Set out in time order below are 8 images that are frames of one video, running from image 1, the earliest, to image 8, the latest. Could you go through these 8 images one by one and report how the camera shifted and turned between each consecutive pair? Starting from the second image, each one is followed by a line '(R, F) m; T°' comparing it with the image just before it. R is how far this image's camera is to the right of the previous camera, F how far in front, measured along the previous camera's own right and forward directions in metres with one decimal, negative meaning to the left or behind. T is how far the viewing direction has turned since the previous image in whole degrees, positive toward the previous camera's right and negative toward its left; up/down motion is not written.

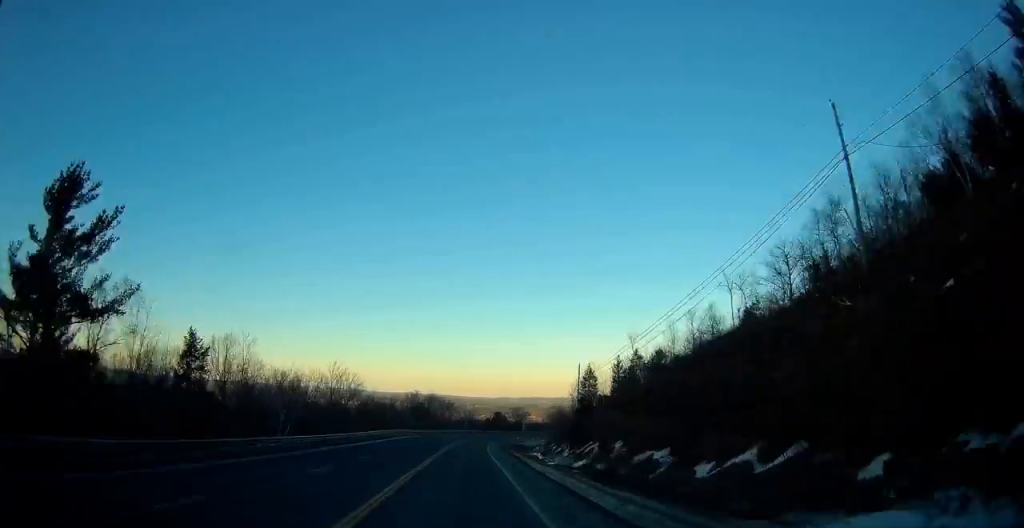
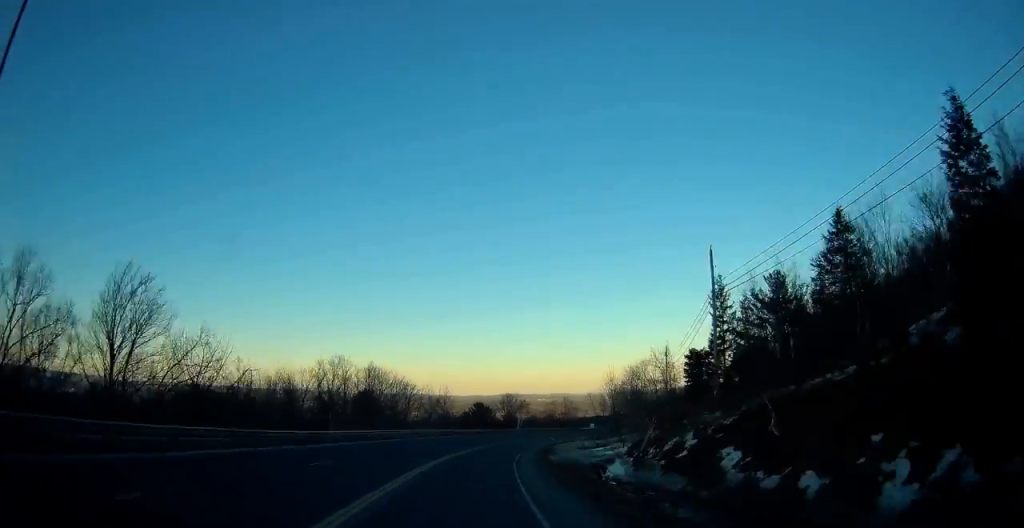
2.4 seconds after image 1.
(+1.4, +60.6) m; +6°
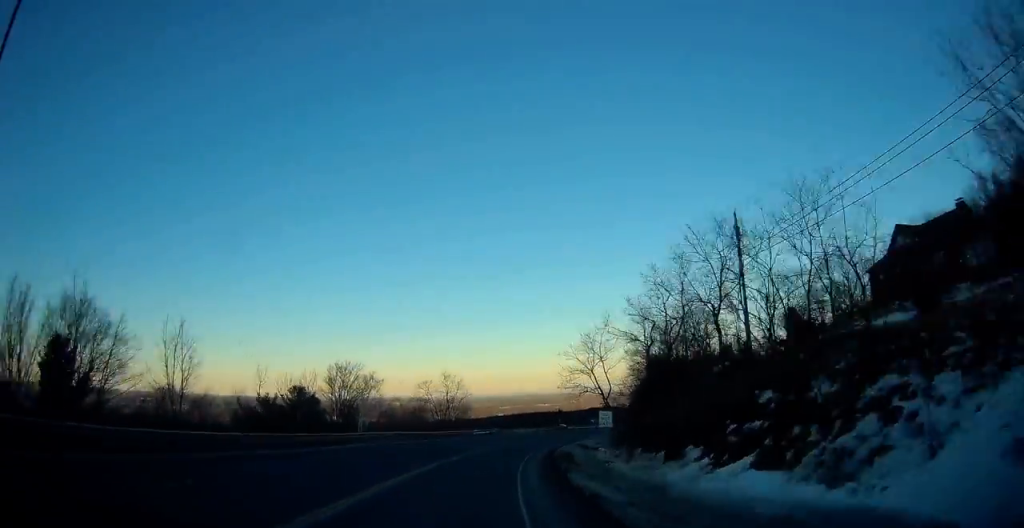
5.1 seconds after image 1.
(+6.2, +67.8) m; +13°
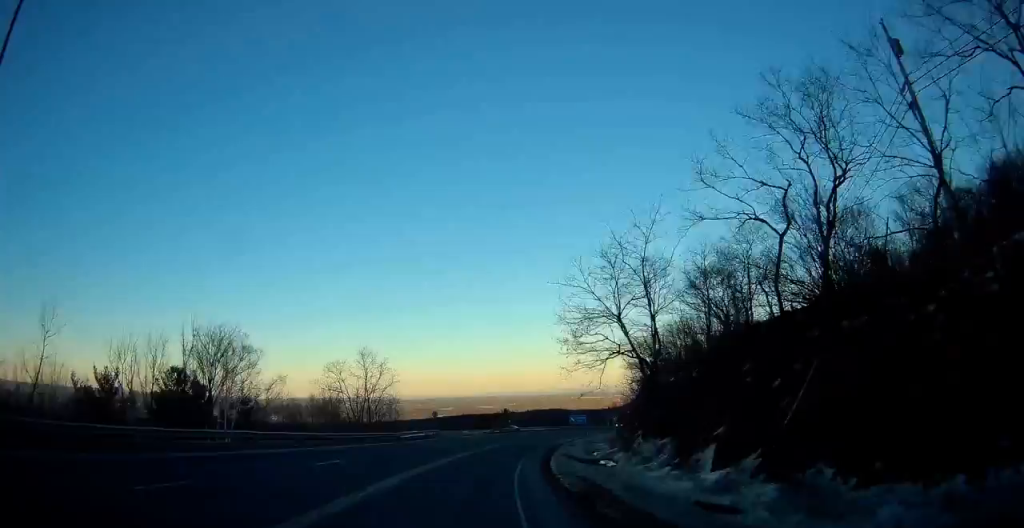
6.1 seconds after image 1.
(+1.7, +24.7) m; +5°
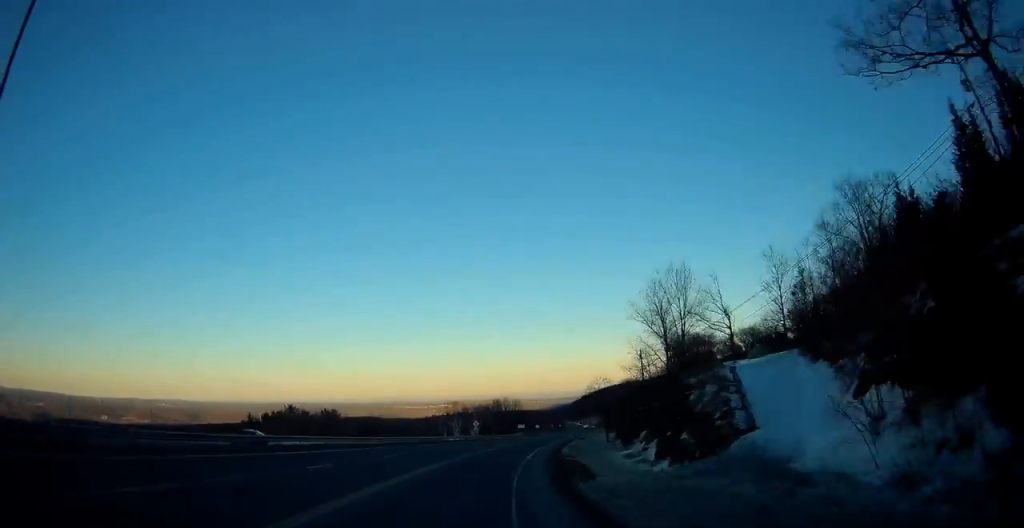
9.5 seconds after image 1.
(+12.3, +81.7) m; +18°
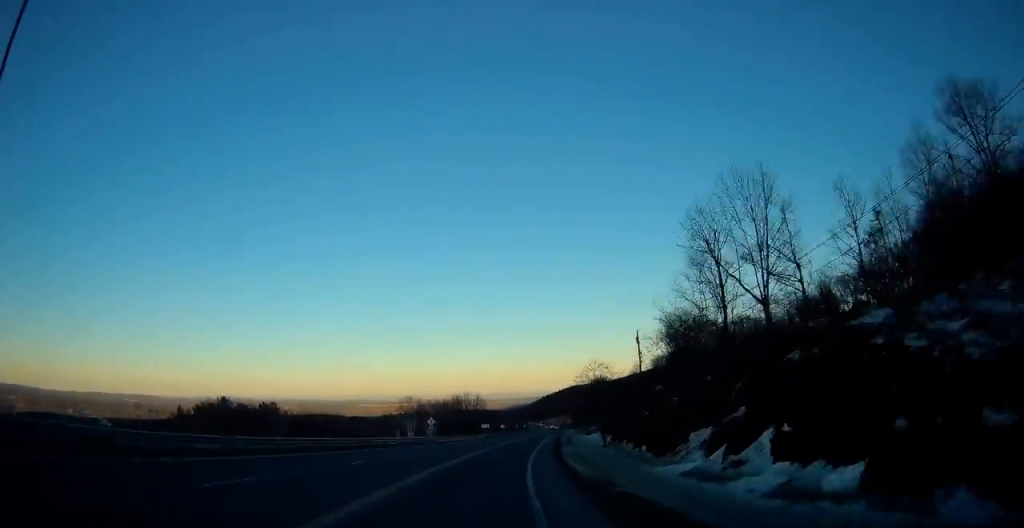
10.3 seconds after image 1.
(+1.8, +20.1) m; +3°
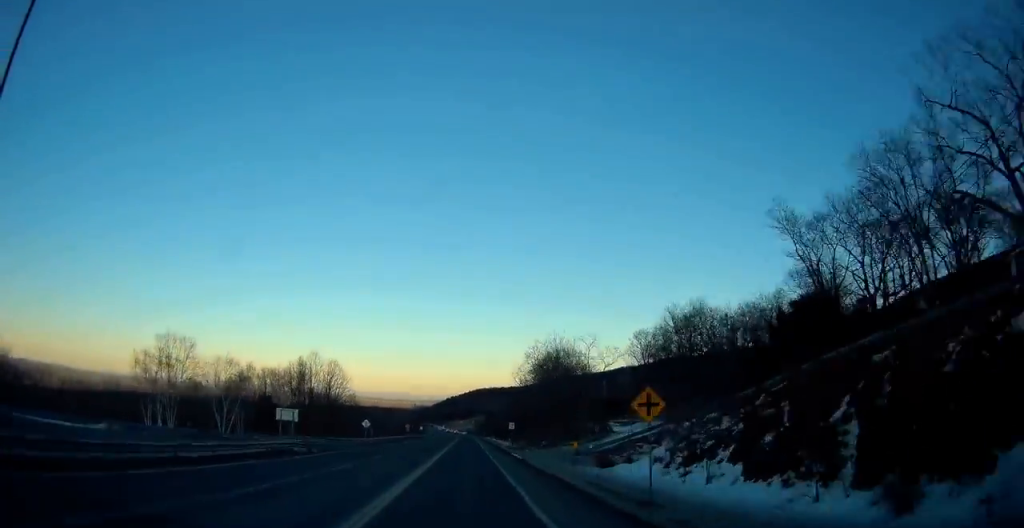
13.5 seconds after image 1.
(+8.2, +81.0) m; +8°
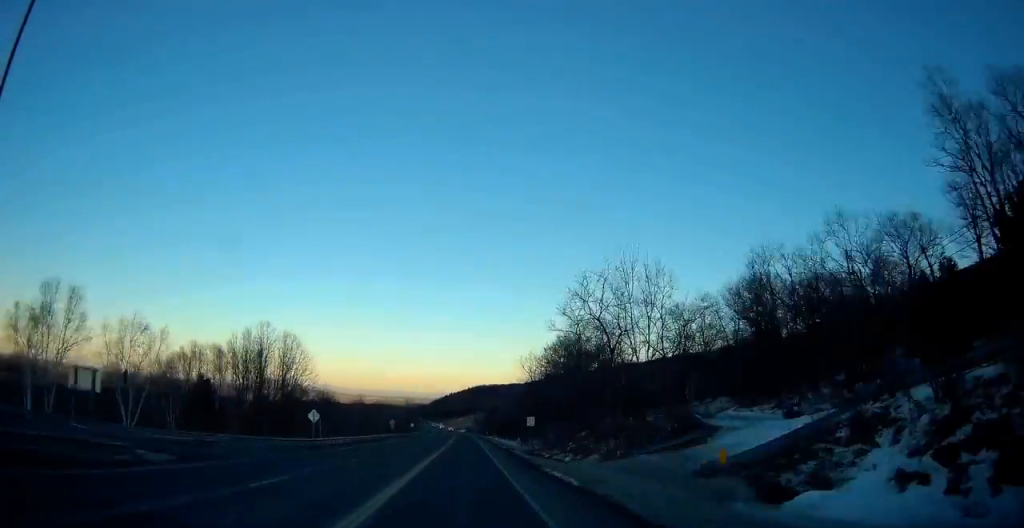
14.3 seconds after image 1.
(0.0, +22.5) m; 0°
